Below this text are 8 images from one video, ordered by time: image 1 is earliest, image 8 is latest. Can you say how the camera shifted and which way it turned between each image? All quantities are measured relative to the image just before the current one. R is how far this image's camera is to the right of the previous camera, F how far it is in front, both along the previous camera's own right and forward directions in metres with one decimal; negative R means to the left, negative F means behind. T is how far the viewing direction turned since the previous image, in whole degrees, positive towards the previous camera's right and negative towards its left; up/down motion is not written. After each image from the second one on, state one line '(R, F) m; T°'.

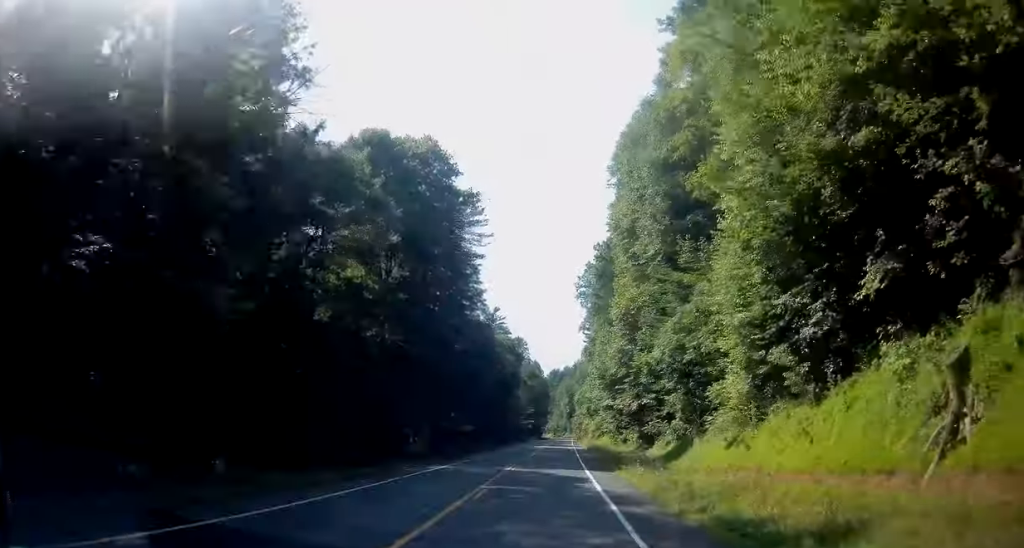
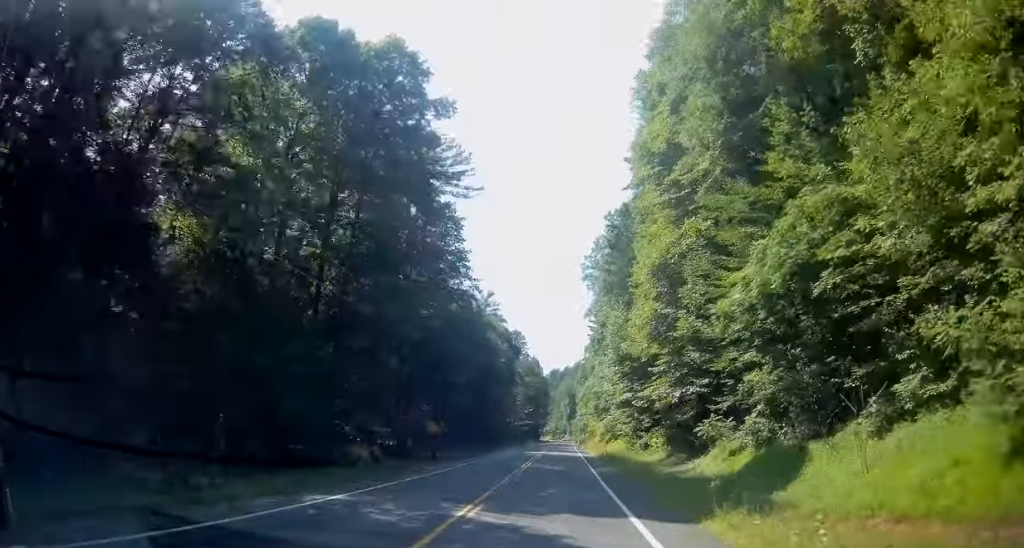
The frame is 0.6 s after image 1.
(0.0, +16.4) m; +1°
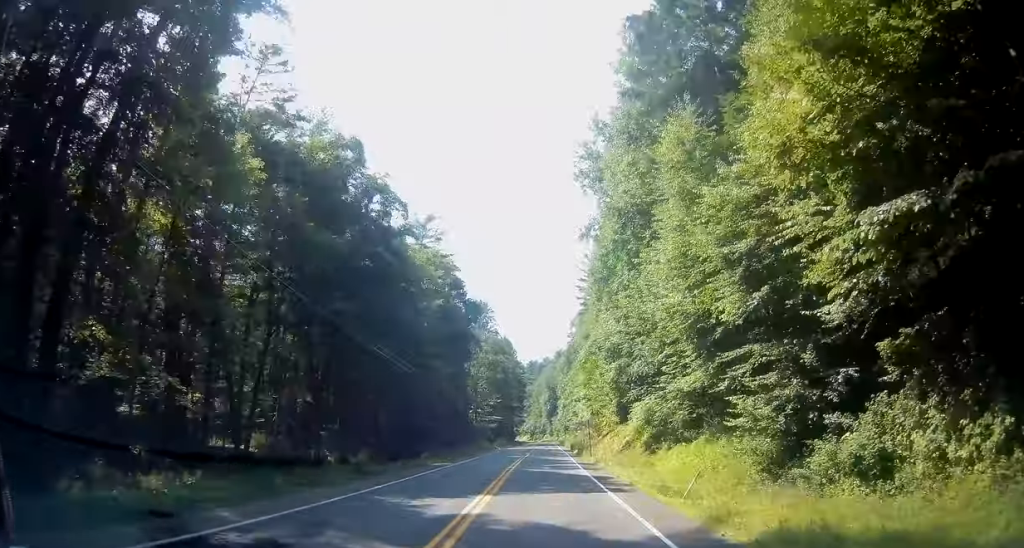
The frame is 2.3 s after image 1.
(+0.6, +43.2) m; +1°
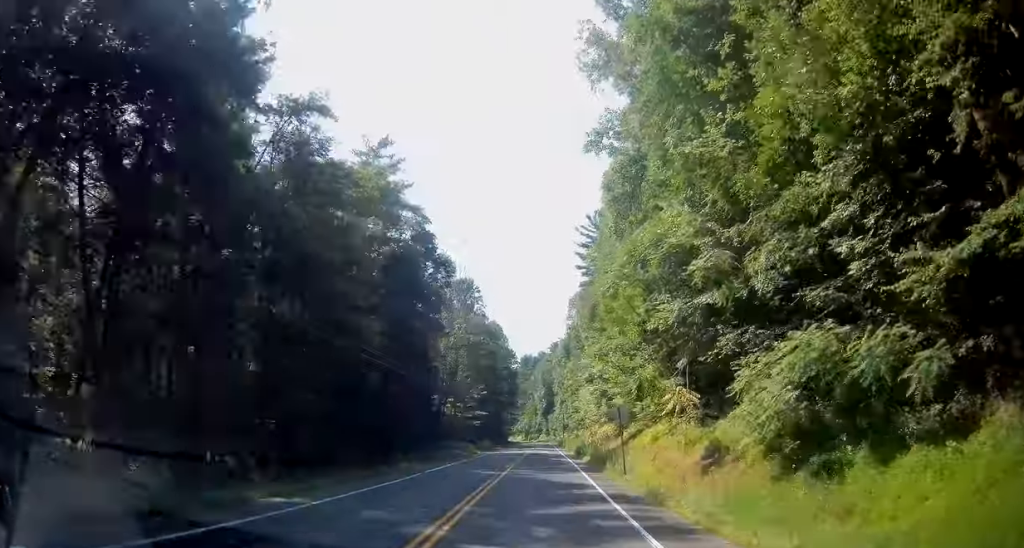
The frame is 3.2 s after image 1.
(+0.2, +21.1) m; +1°
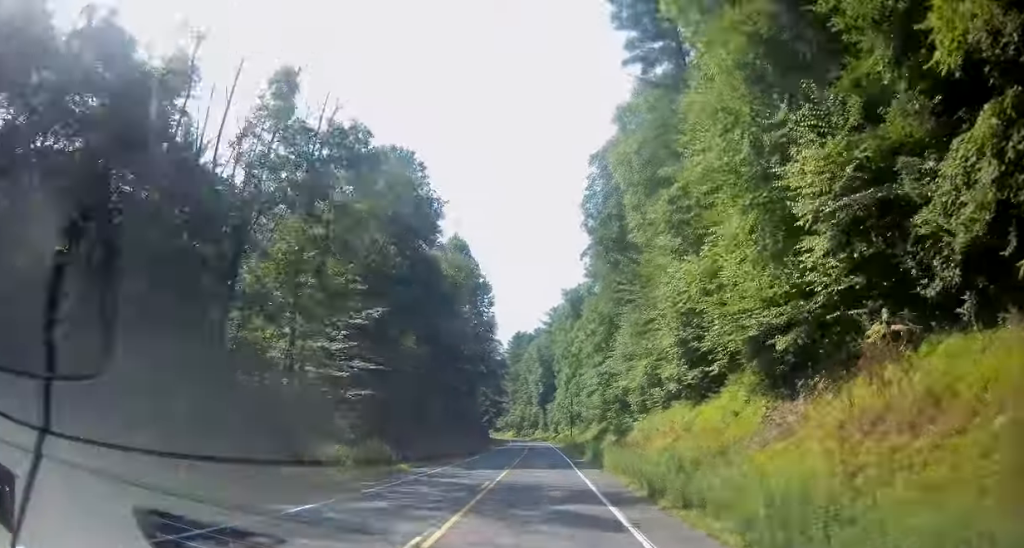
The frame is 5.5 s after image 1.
(-0.5, +59.6) m; -1°
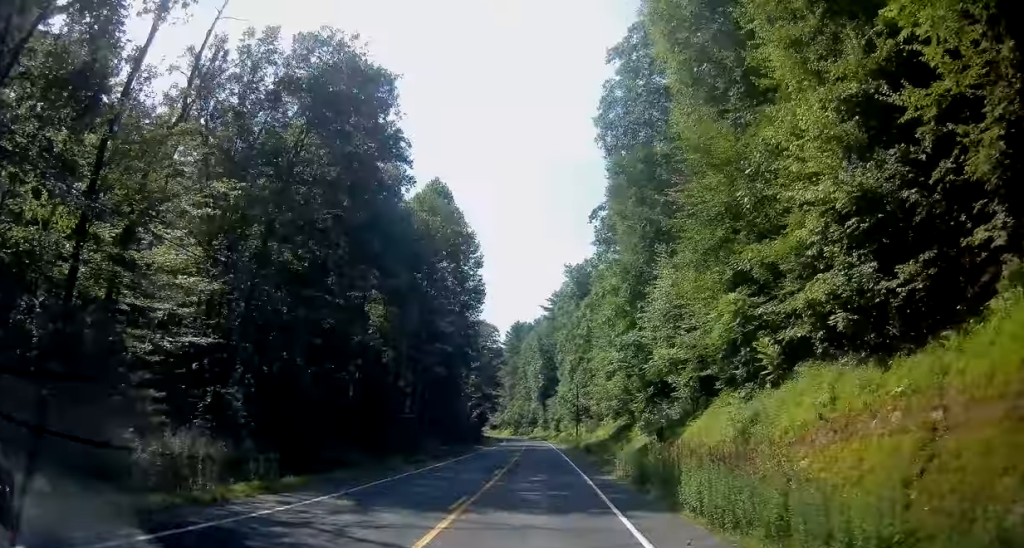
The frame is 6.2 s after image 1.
(0.0, +17.8) m; 0°
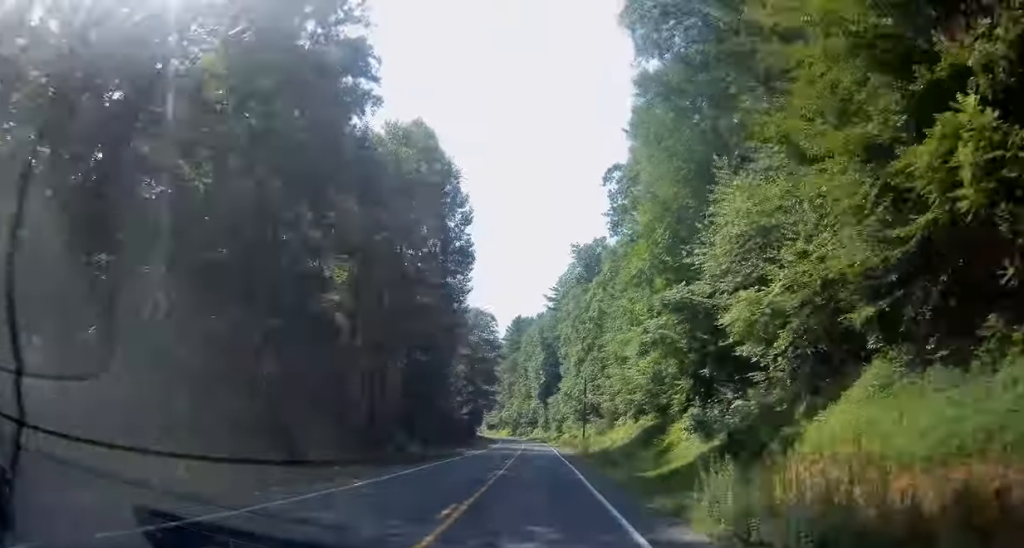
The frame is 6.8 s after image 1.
(0.0, +13.6) m; 0°
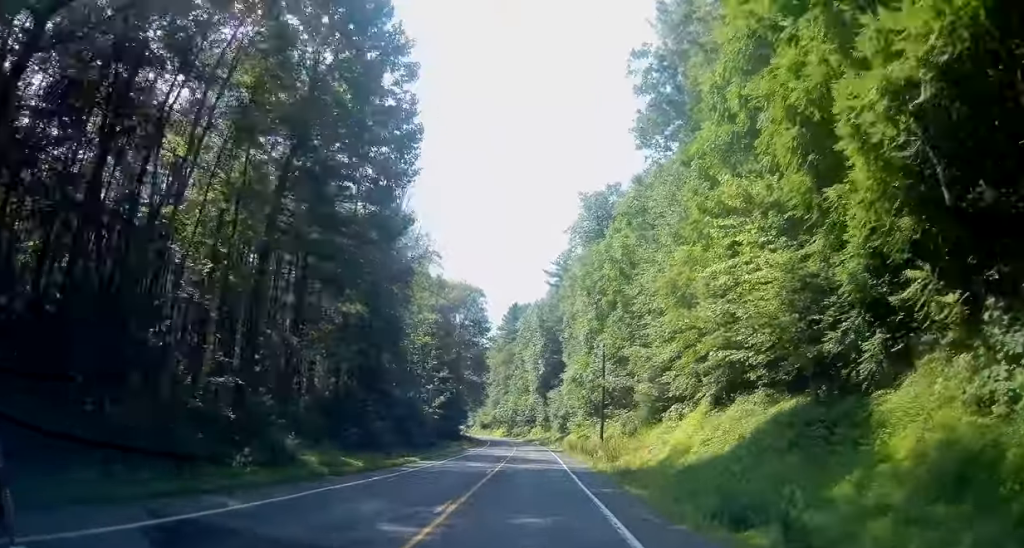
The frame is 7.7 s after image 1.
(+0.2, +23.0) m; 0°
